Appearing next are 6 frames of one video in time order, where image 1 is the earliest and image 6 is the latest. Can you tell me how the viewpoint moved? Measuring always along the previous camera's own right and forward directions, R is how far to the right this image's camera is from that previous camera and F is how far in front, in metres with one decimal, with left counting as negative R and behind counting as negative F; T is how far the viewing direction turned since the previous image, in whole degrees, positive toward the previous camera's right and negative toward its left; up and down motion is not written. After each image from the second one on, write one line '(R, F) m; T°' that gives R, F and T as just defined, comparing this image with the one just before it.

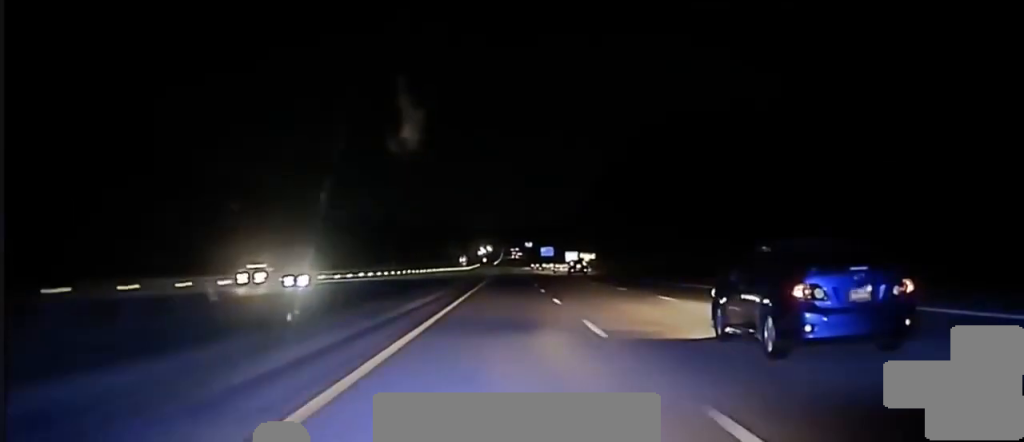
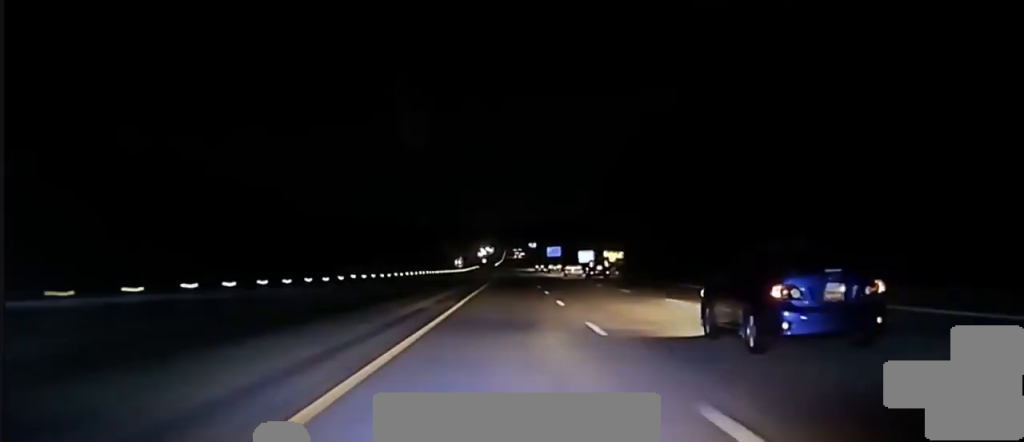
(+0.1, +36.6) m; 0°
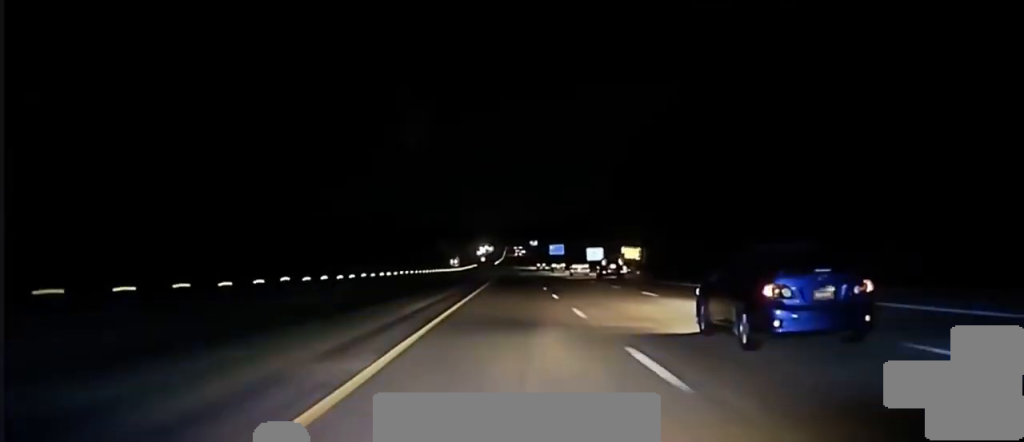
(0.0, +17.6) m; 0°
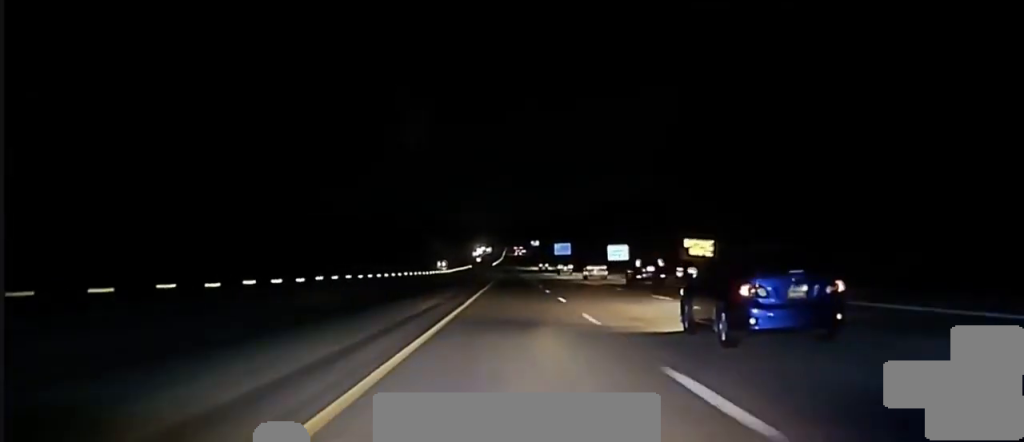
(-0.2, +35.3) m; 0°
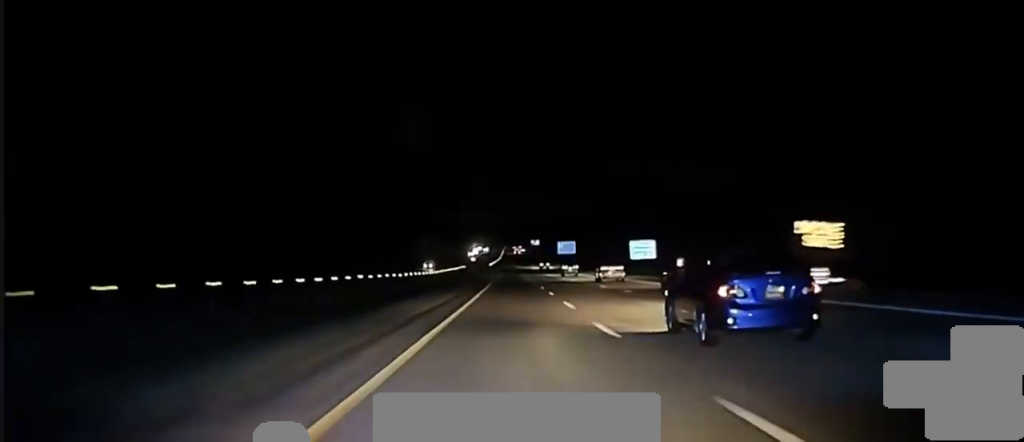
(-0.1, +25.8) m; 0°
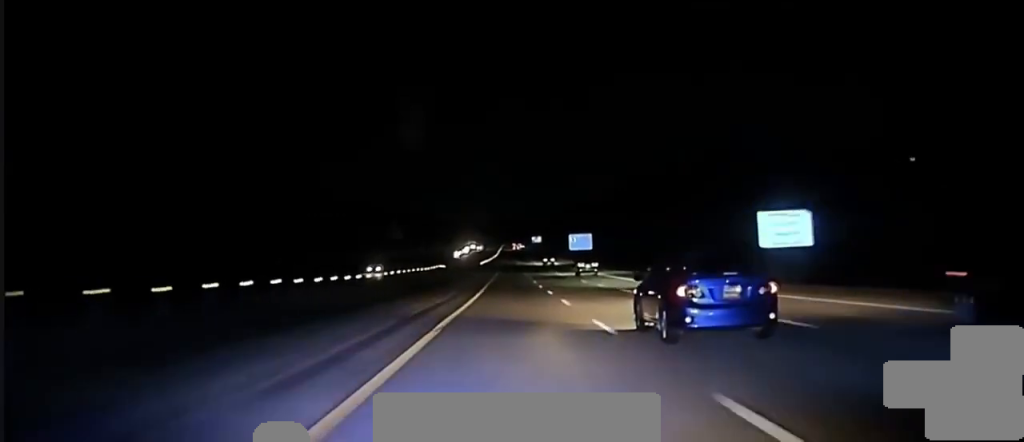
(+0.4, +56.0) m; 0°
